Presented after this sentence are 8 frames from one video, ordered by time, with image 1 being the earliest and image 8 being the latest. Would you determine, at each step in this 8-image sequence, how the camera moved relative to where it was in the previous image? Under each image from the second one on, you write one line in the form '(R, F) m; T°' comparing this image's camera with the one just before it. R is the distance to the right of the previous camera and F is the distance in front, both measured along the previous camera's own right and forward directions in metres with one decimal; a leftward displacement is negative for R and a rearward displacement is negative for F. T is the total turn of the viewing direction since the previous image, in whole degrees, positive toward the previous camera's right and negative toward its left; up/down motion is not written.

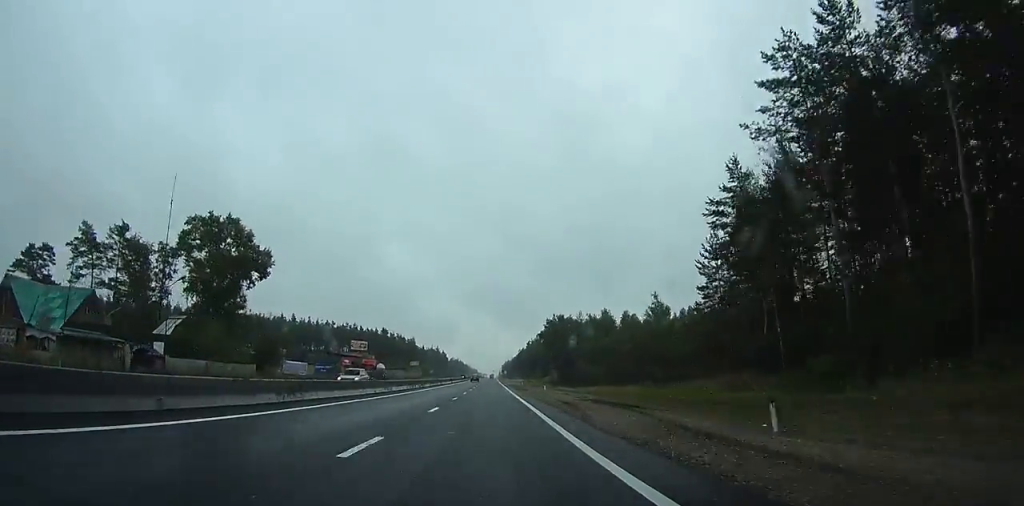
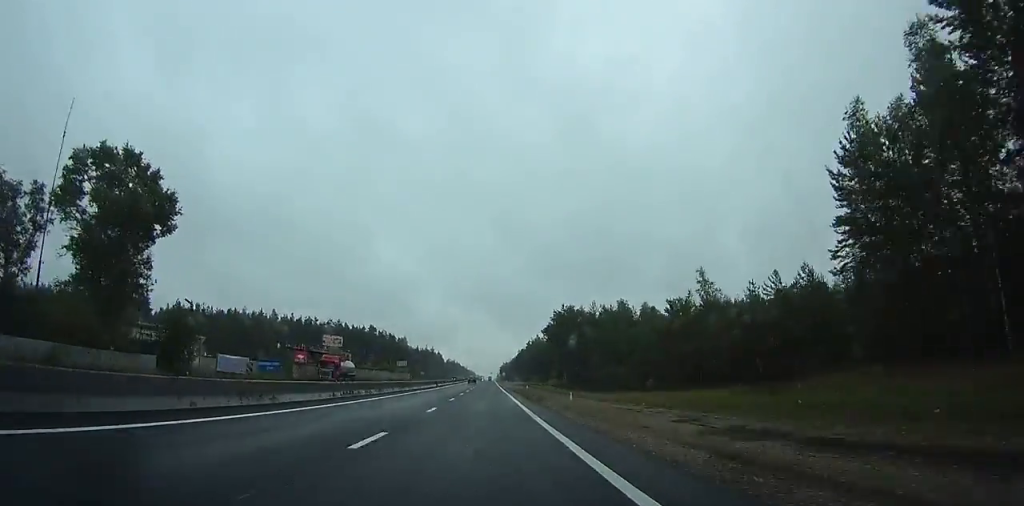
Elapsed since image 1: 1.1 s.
(-0.7, +22.8) m; 0°
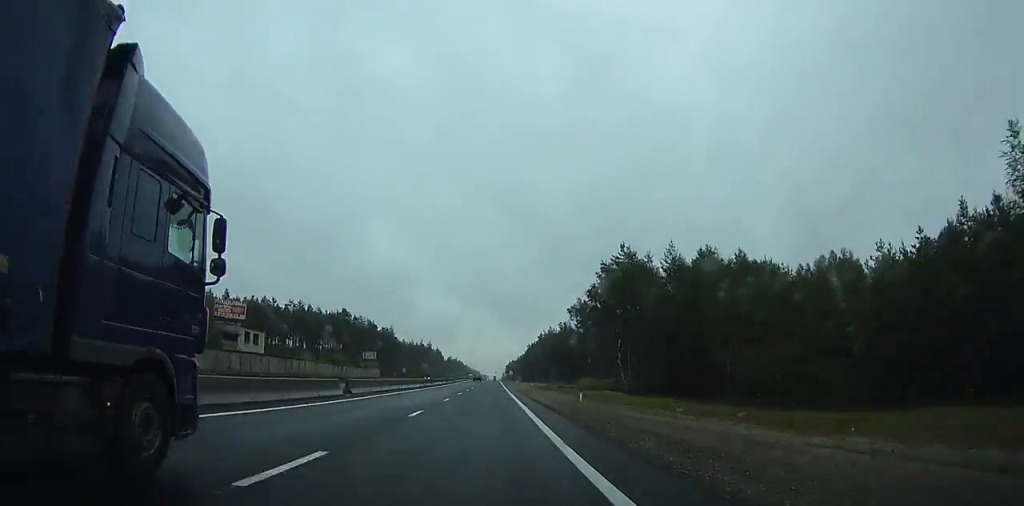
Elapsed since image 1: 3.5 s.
(+0.2, +52.5) m; 0°
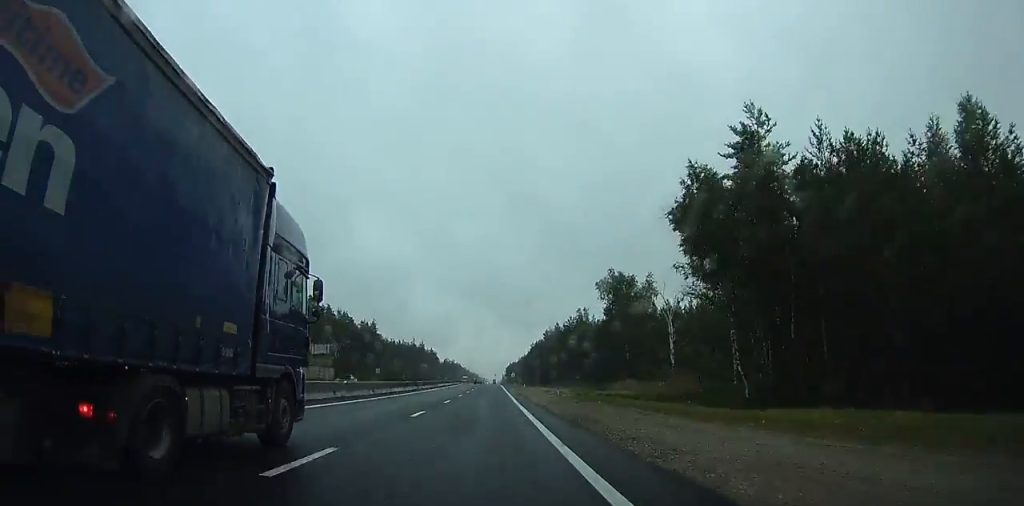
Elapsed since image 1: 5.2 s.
(0.0, +35.3) m; 0°
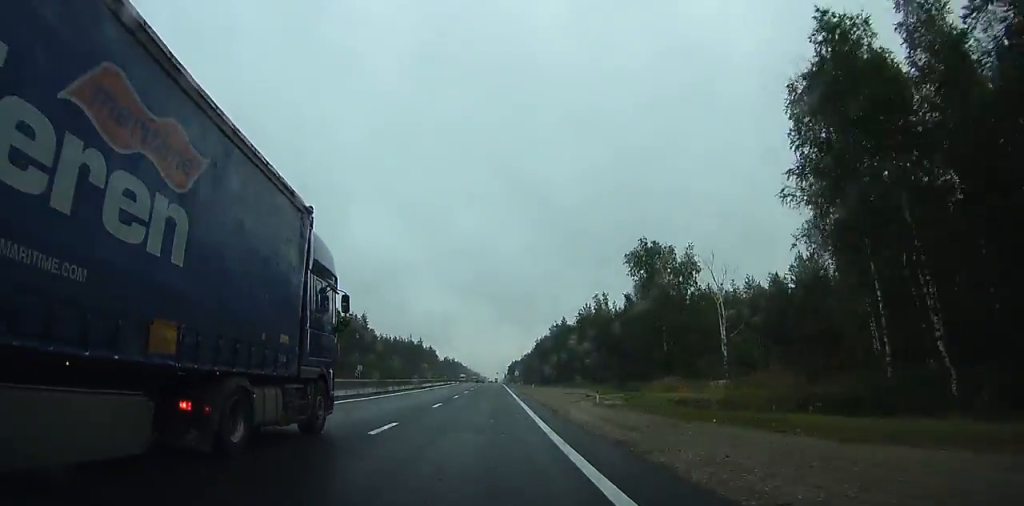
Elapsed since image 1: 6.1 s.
(0.0, +18.3) m; 0°
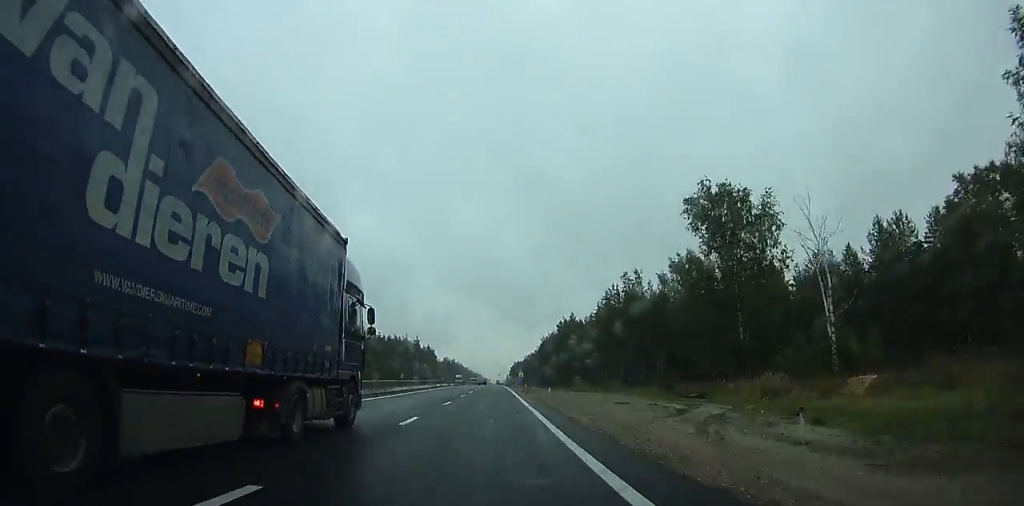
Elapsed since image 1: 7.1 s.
(-0.2, +21.1) m; 0°
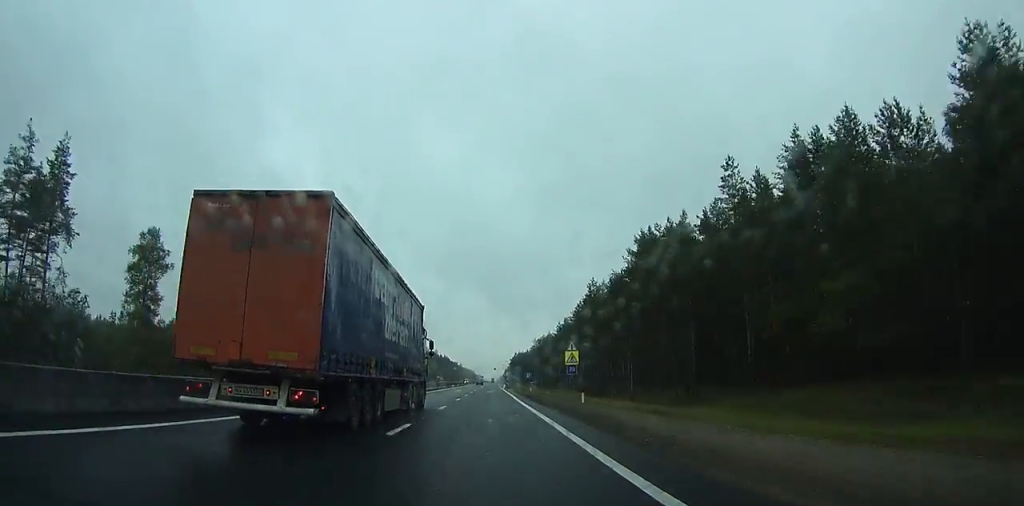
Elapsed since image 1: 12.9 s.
(+1.4, +123.2) m; +1°
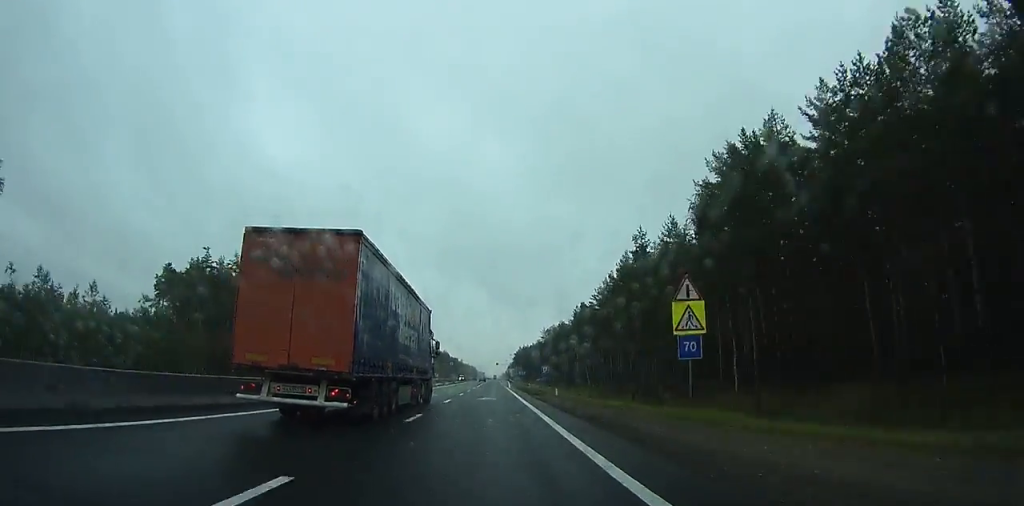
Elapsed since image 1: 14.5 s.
(0.0, +33.2) m; 0°
